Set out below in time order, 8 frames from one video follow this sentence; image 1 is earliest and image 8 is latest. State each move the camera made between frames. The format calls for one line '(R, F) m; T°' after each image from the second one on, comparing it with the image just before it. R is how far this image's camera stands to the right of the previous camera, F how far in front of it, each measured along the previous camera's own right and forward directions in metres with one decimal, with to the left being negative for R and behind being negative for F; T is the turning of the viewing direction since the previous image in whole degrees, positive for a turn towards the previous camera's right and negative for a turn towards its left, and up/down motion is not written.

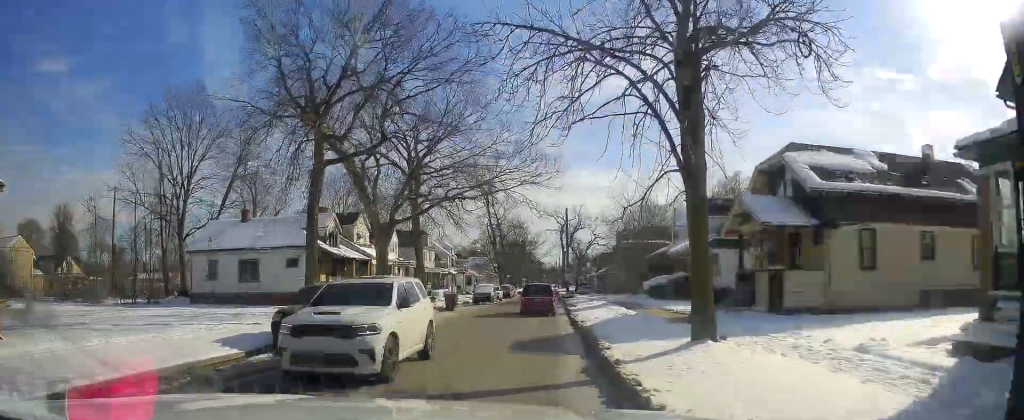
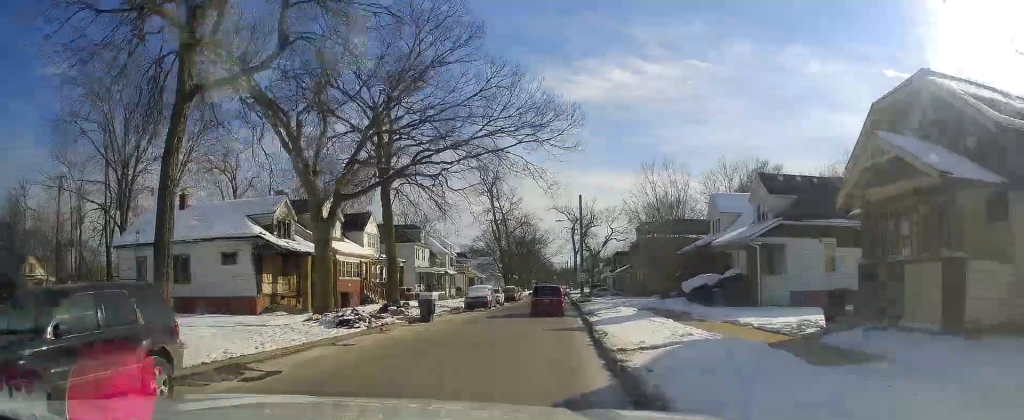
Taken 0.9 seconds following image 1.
(-0.2, +9.2) m; 0°
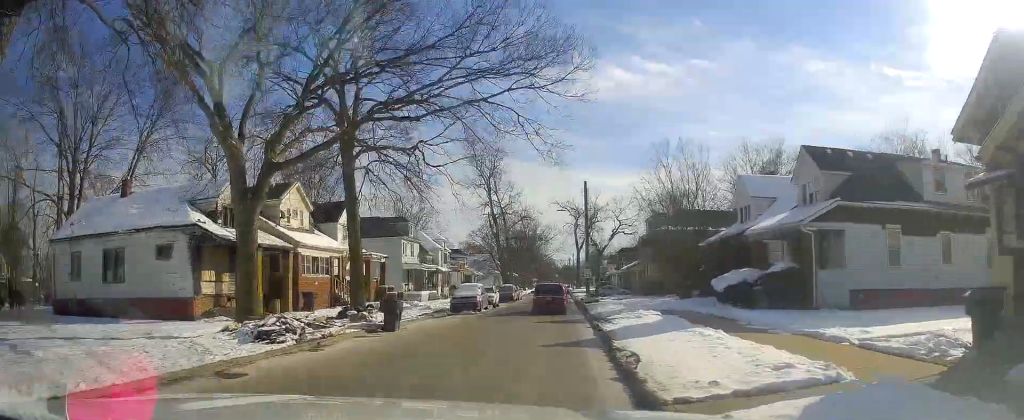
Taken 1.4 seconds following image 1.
(0.0, +5.6) m; 0°
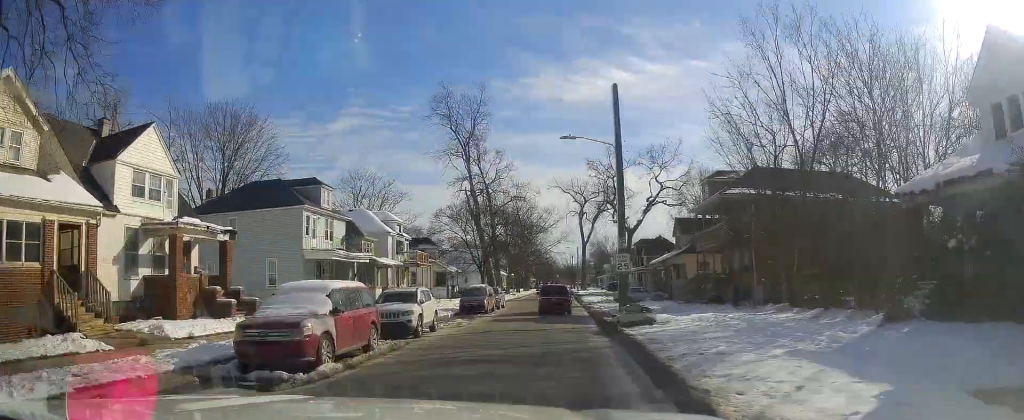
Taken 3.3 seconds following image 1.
(+0.2, +20.9) m; 0°
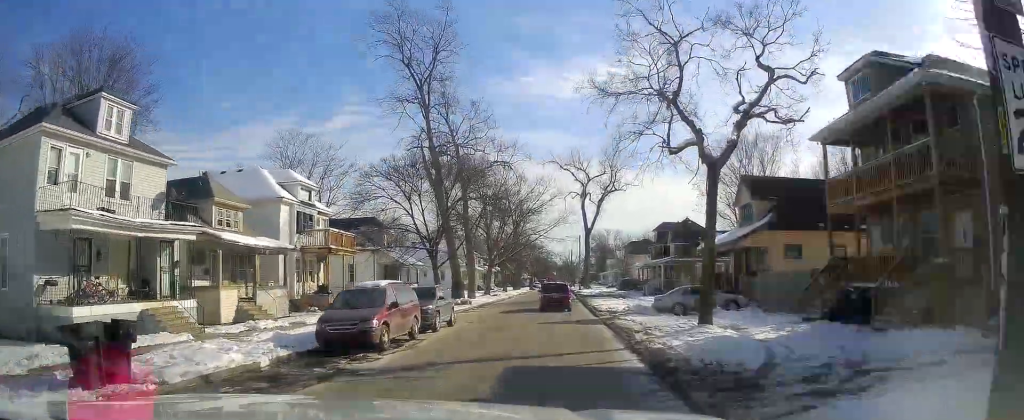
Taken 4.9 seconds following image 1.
(-0.2, +22.7) m; -1°
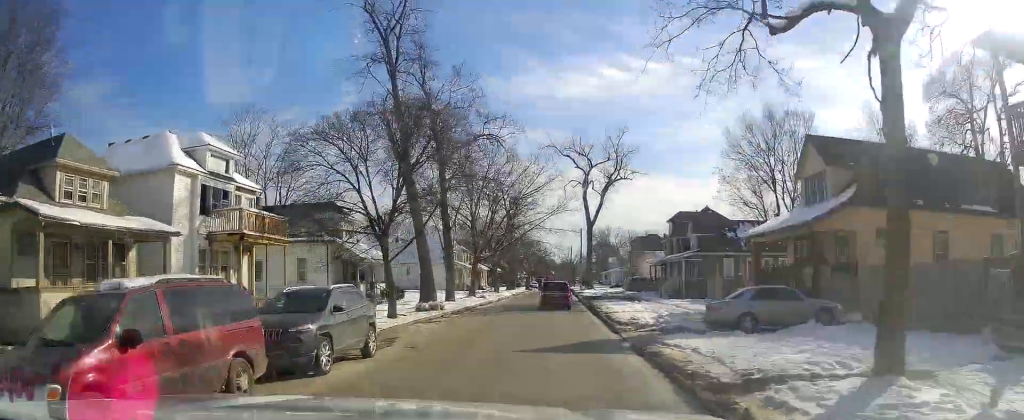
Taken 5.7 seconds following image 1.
(0.0, +10.7) m; +1°
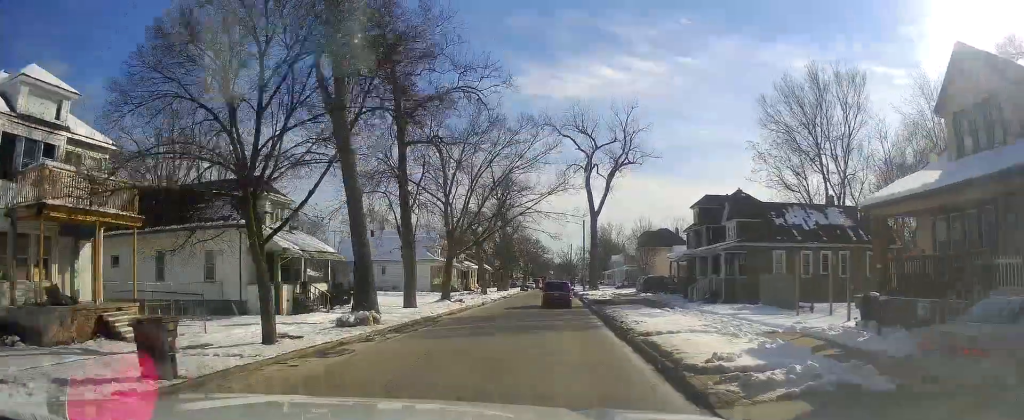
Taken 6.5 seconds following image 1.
(+0.2, +11.7) m; +2°
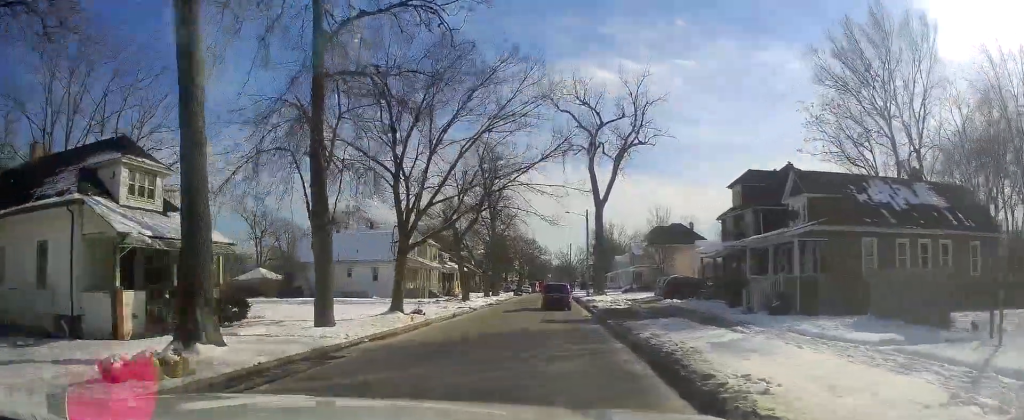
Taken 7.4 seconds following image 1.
(+0.2, +11.3) m; 0°
